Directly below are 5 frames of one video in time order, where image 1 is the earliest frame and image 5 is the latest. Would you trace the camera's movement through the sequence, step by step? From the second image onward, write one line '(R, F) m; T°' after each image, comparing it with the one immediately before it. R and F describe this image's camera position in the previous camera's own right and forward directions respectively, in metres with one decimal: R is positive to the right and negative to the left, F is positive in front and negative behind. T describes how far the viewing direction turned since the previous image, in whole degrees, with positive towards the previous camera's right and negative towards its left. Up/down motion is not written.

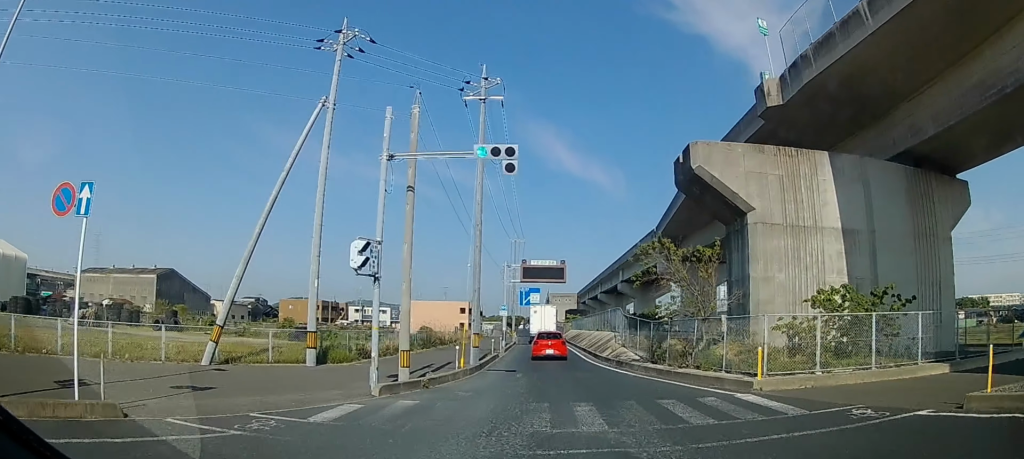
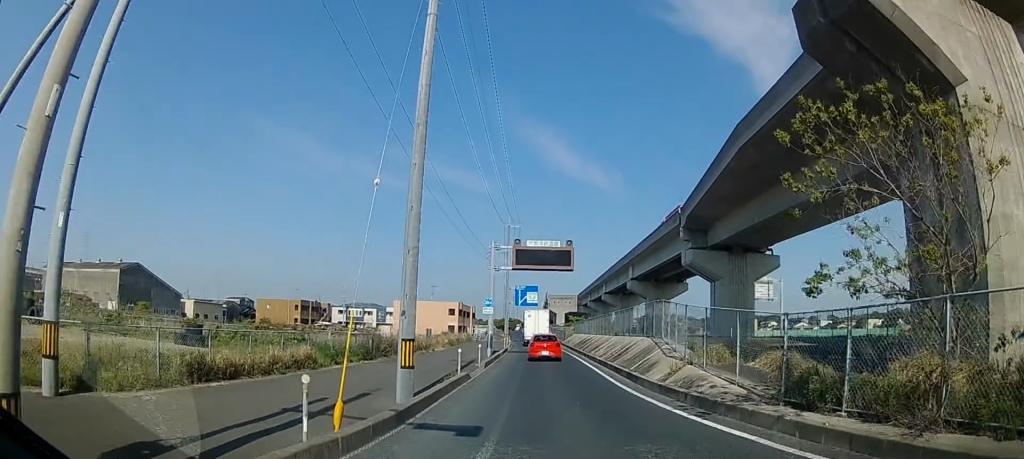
(0.0, +10.8) m; 0°
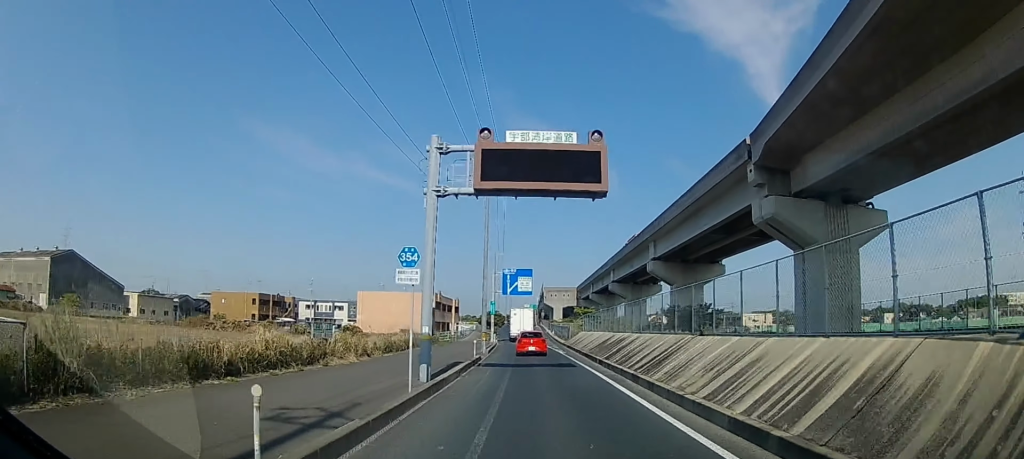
(+0.5, +15.6) m; +2°
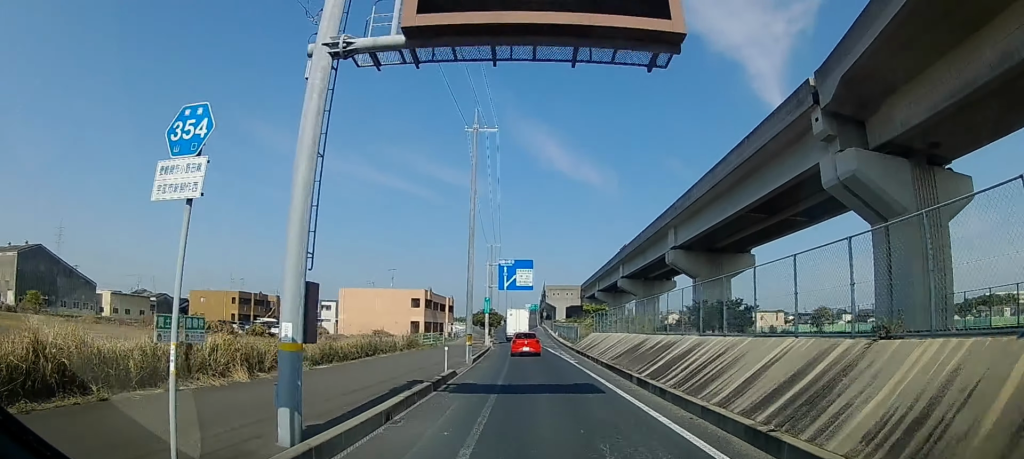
(-0.1, +7.8) m; -1°
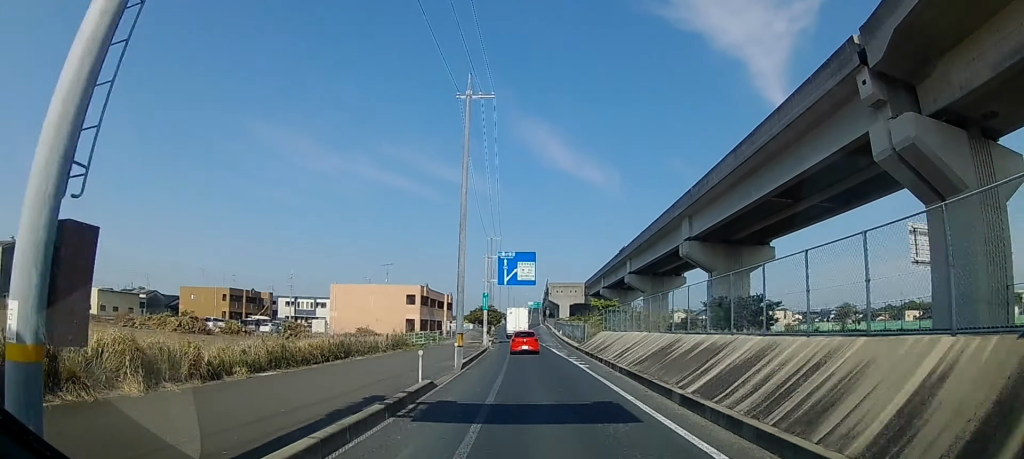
(-0.2, +3.9) m; 0°
